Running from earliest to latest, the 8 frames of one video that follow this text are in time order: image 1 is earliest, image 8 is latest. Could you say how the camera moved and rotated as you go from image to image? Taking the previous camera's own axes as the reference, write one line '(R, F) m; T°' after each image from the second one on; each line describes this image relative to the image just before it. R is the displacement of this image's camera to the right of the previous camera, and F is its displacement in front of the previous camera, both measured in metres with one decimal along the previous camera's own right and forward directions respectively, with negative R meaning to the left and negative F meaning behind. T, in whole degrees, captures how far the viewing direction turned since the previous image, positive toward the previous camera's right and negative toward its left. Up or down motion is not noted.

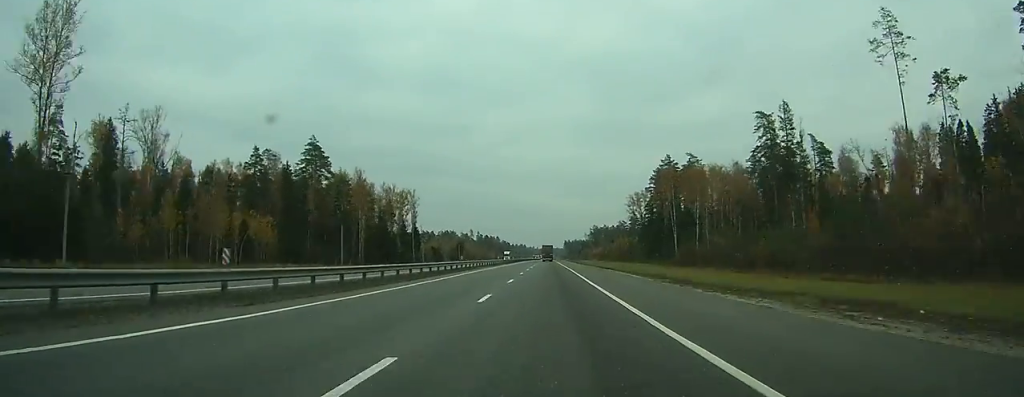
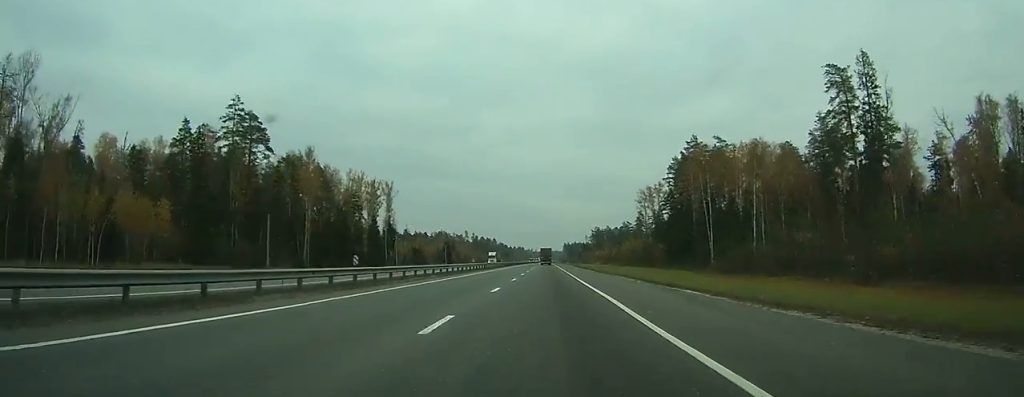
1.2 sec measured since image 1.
(0.0, +30.5) m; 0°
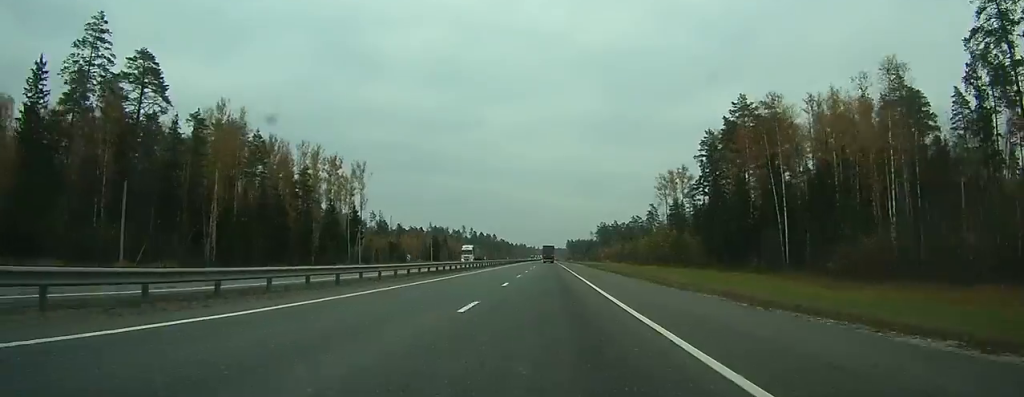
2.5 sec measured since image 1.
(0.0, +31.9) m; 0°
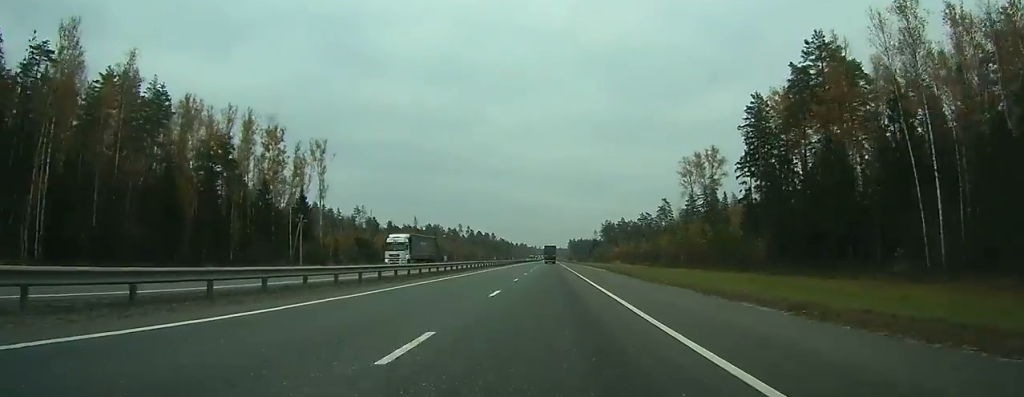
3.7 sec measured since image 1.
(0.0, +30.7) m; 0°
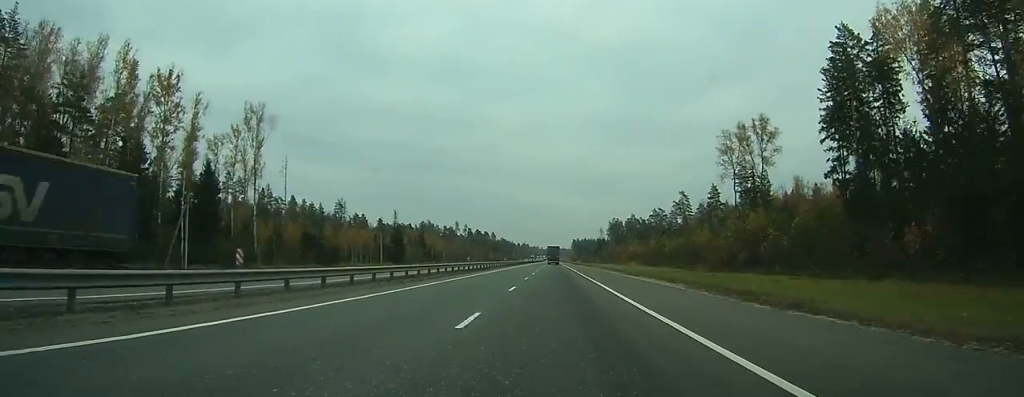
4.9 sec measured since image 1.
(0.0, +33.6) m; 0°
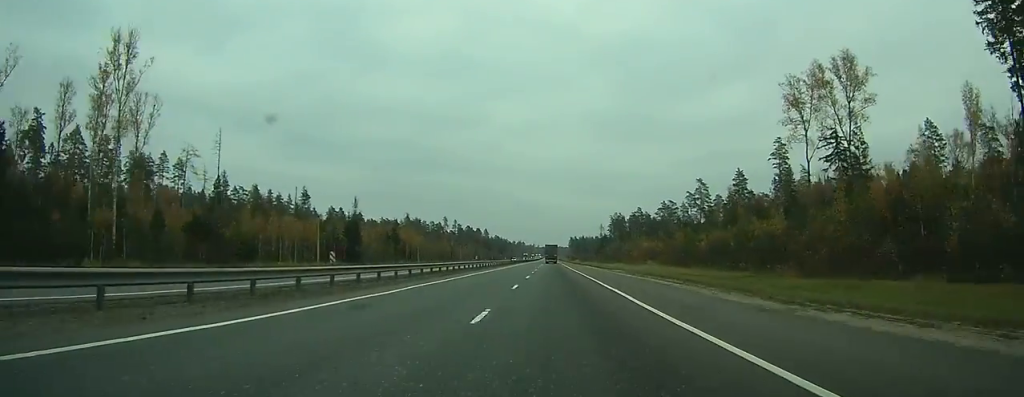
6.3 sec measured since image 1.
(-0.1, +38.2) m; 0°
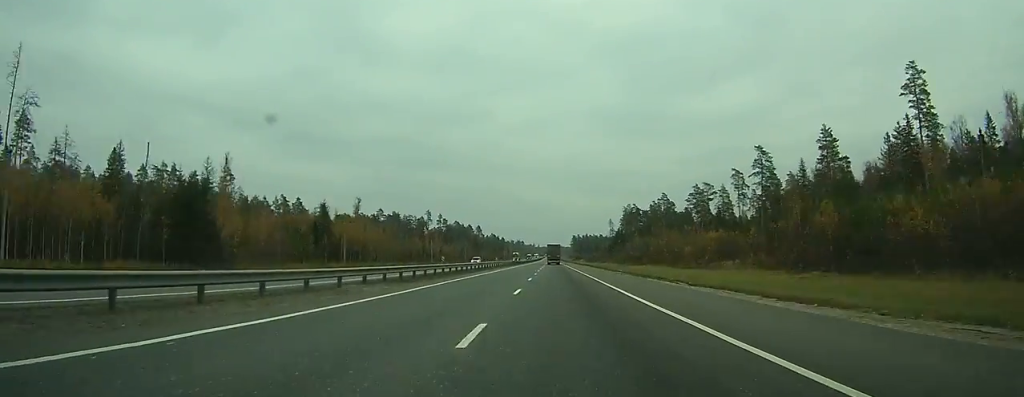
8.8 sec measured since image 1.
(0.0, +68.8) m; 0°
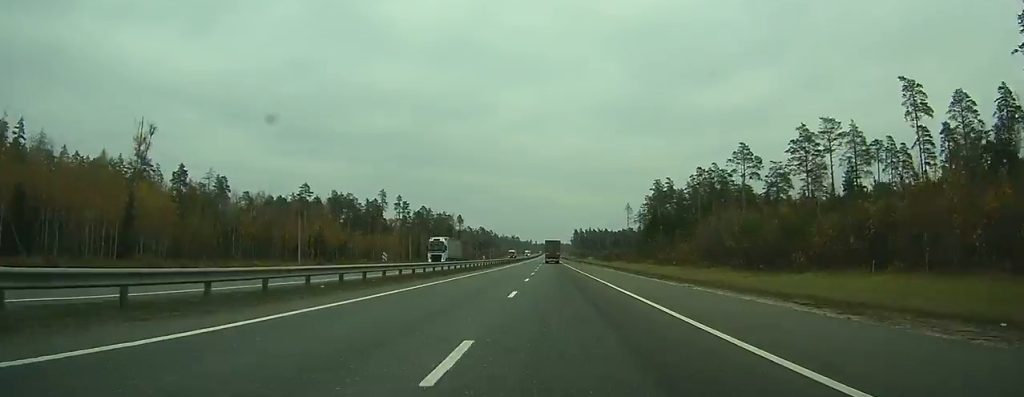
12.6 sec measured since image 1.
(+0.4, +98.5) m; +1°
